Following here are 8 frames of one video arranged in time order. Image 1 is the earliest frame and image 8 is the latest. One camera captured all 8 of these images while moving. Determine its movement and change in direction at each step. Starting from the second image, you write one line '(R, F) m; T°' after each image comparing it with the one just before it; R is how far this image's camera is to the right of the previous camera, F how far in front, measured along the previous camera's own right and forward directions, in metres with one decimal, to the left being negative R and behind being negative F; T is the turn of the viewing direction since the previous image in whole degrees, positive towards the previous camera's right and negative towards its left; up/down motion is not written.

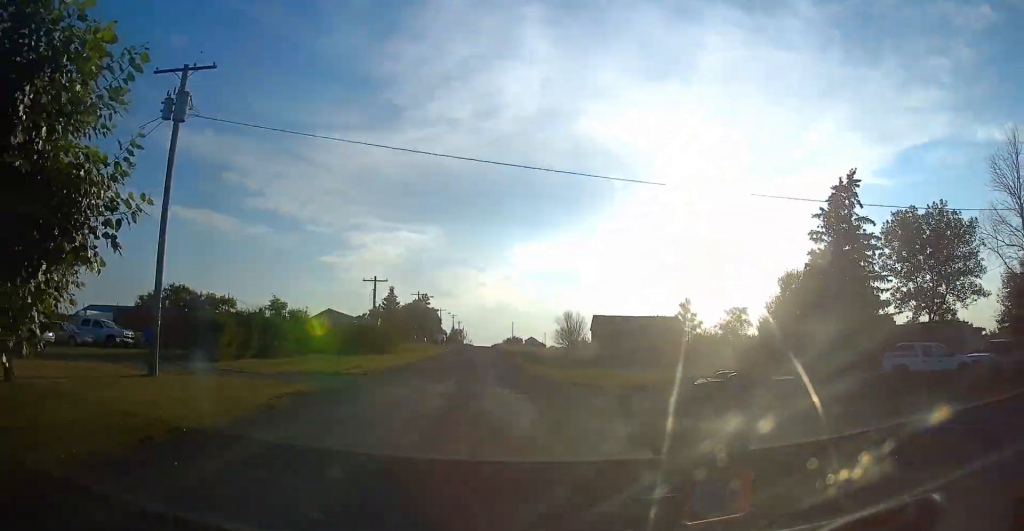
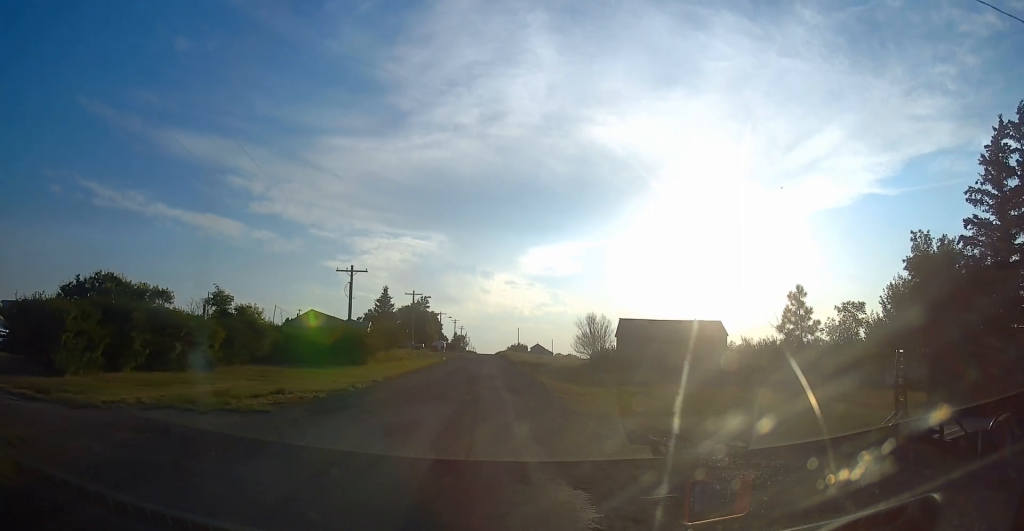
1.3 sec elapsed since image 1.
(-0.4, +13.4) m; -2°
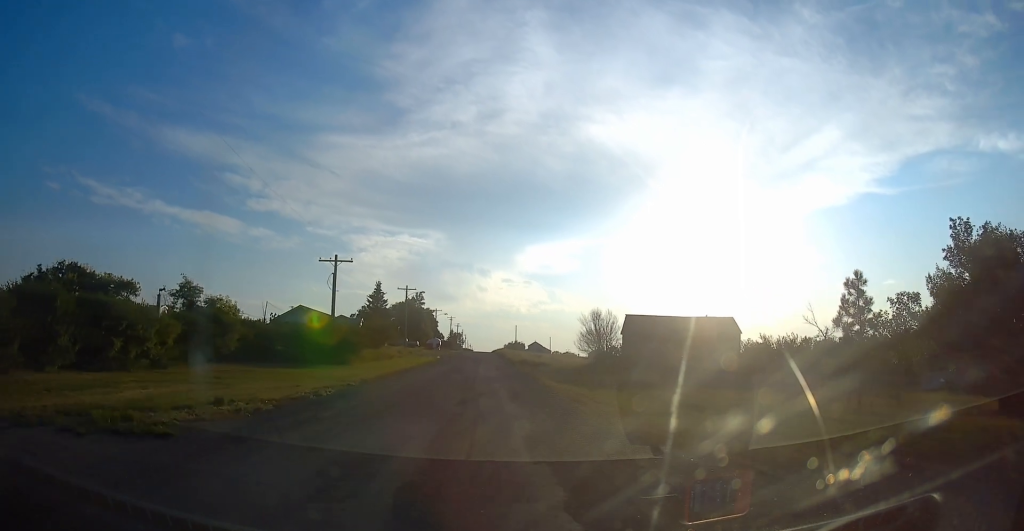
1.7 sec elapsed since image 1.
(0.0, +4.5) m; 0°
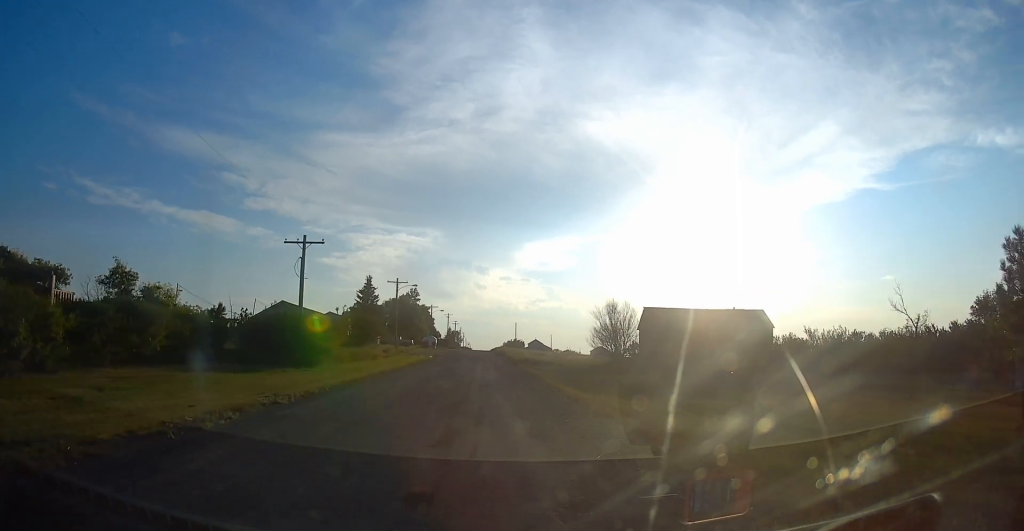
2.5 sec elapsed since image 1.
(0.0, +7.7) m; 0°
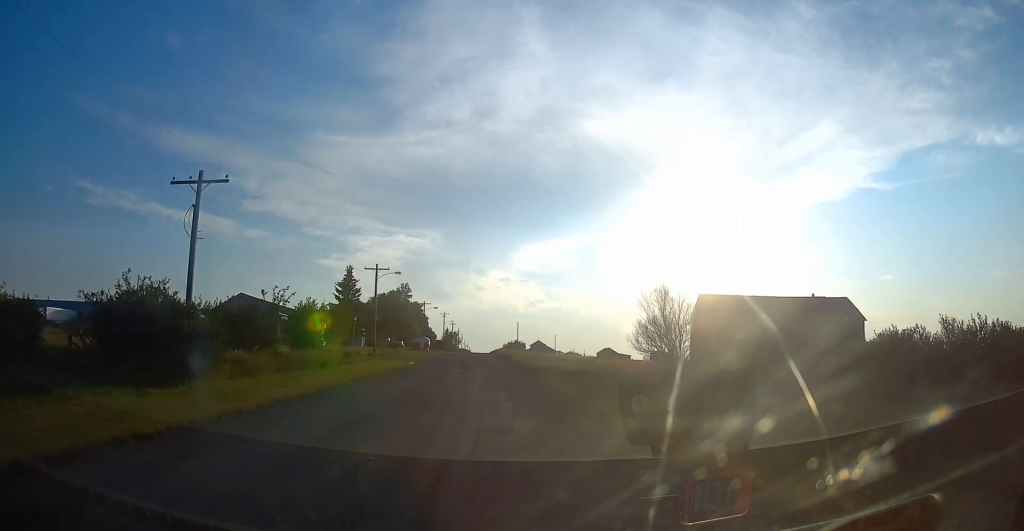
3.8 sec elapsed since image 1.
(0.0, +14.4) m; 0°
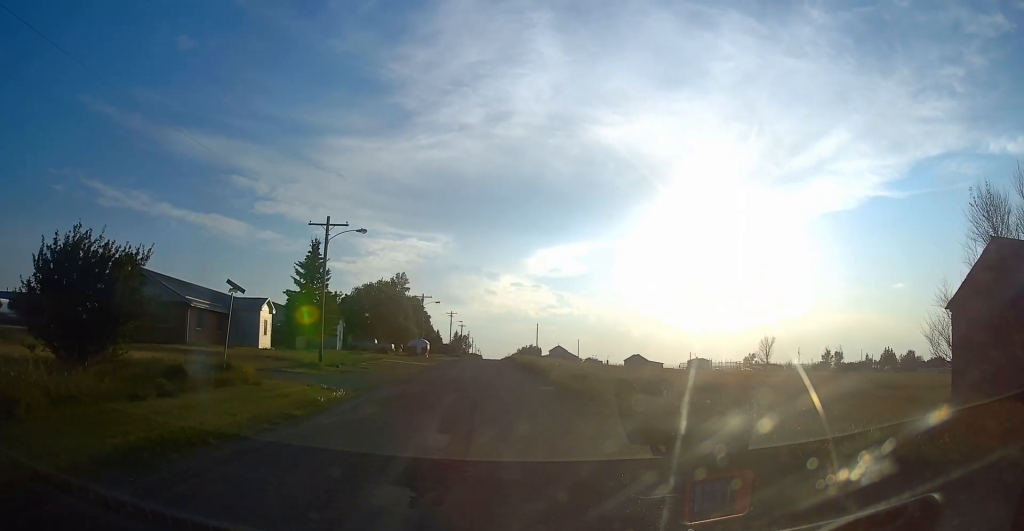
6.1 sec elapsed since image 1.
(0.0, +24.9) m; 0°
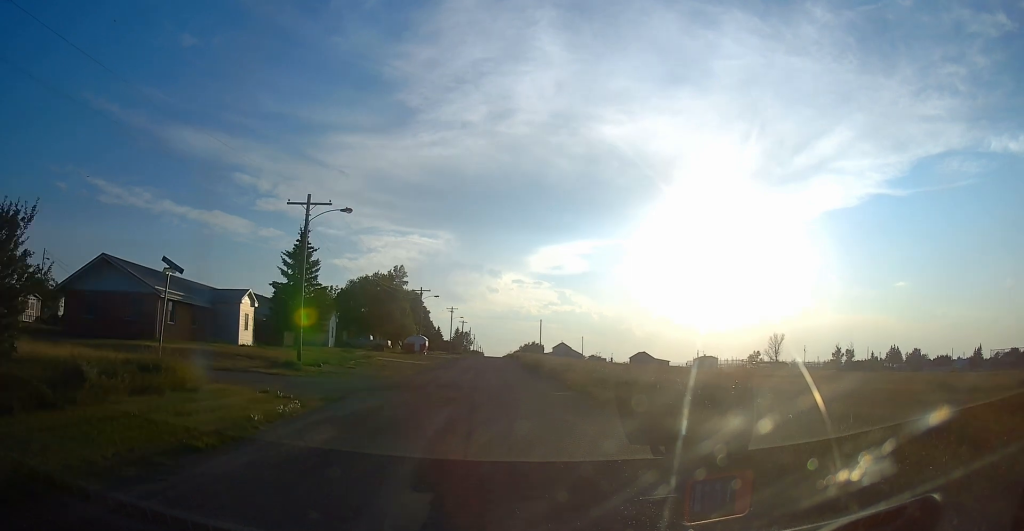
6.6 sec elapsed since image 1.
(0.0, +4.8) m; -1°
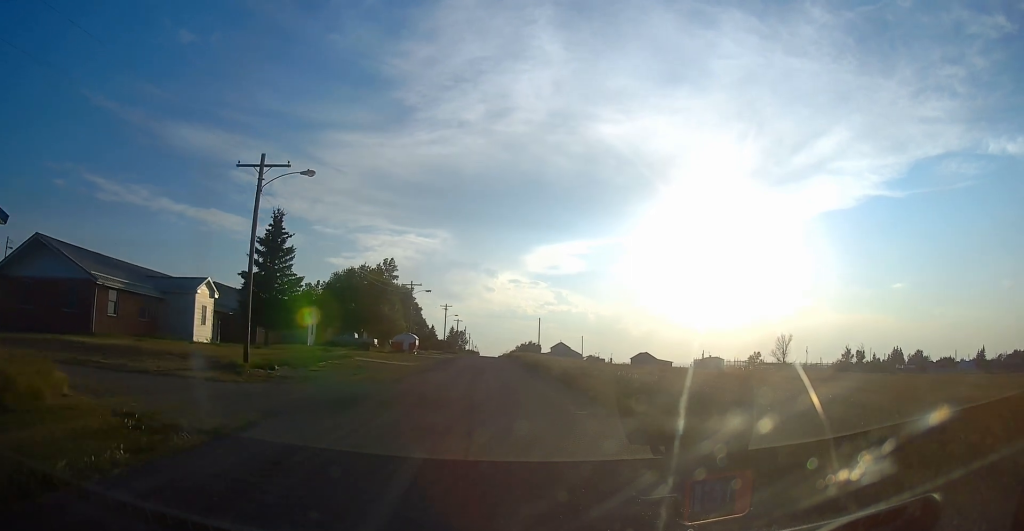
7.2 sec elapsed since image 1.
(+0.1, +7.1) m; -1°
